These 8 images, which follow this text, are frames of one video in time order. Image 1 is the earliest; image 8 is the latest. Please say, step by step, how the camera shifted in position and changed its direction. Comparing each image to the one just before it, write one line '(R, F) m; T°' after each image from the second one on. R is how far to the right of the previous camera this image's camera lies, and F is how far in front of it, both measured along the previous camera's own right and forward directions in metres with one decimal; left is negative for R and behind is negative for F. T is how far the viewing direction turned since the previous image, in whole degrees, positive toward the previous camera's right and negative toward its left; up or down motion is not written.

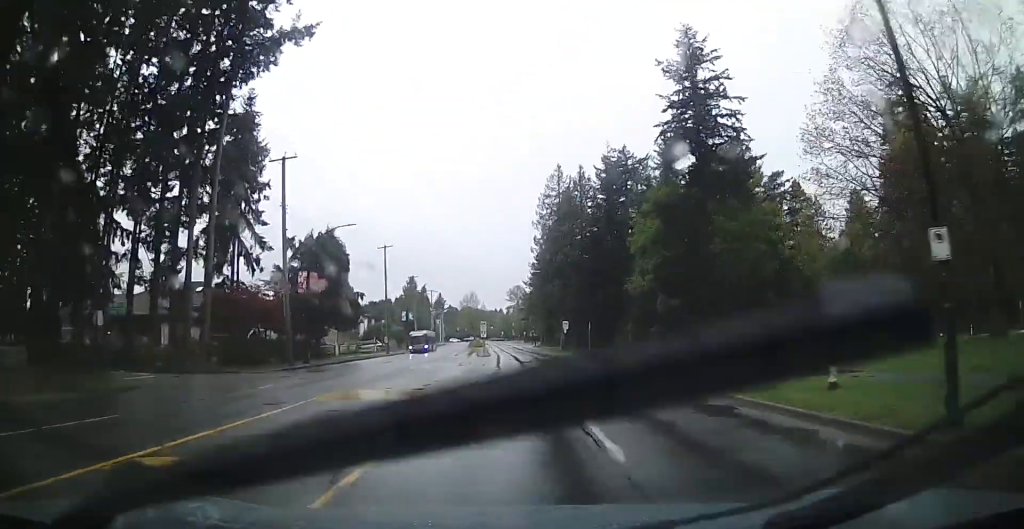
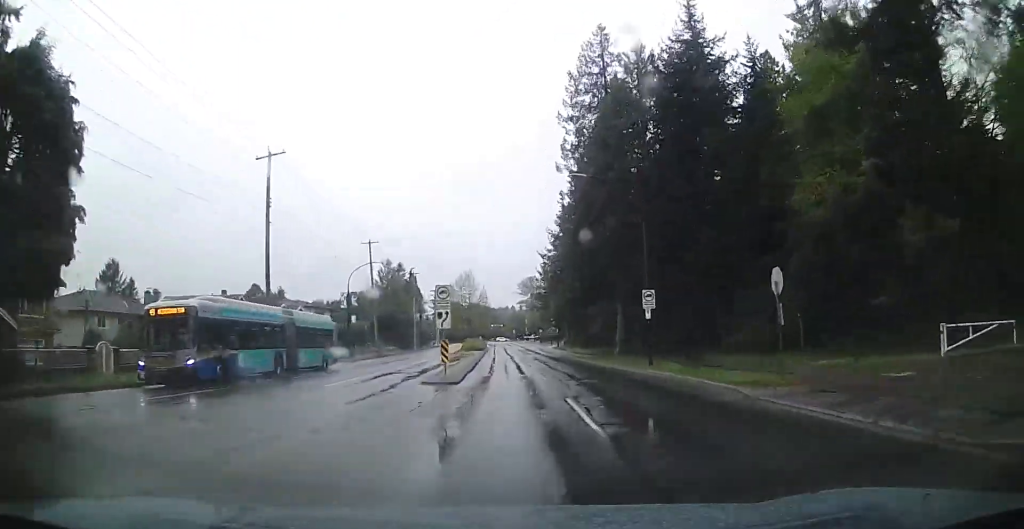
(0.0, +35.9) m; 0°
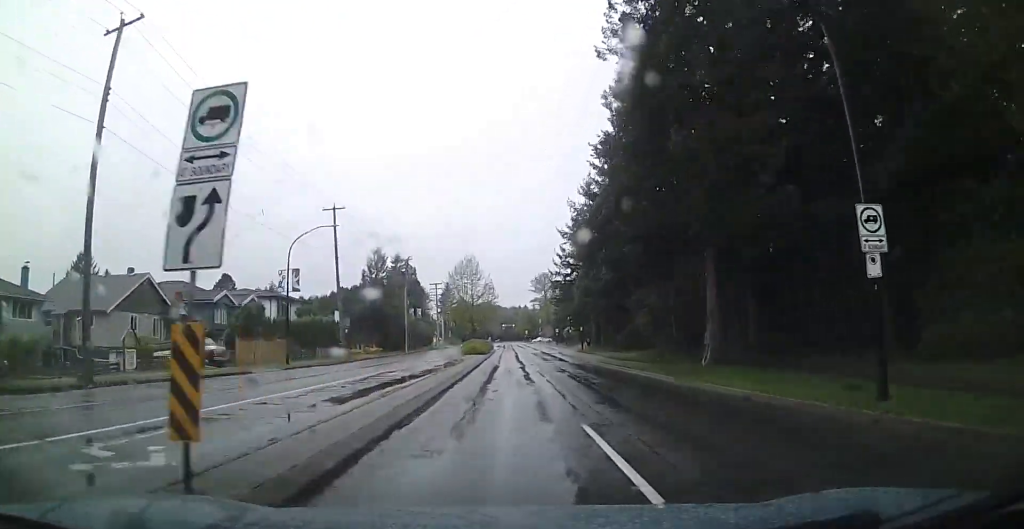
(0.0, +17.2) m; 0°
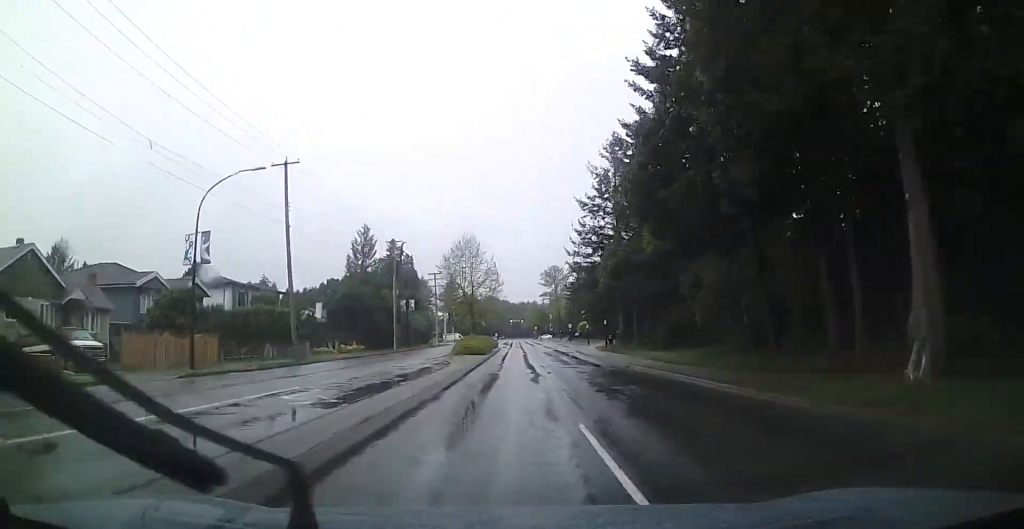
(0.0, +12.7) m; -2°
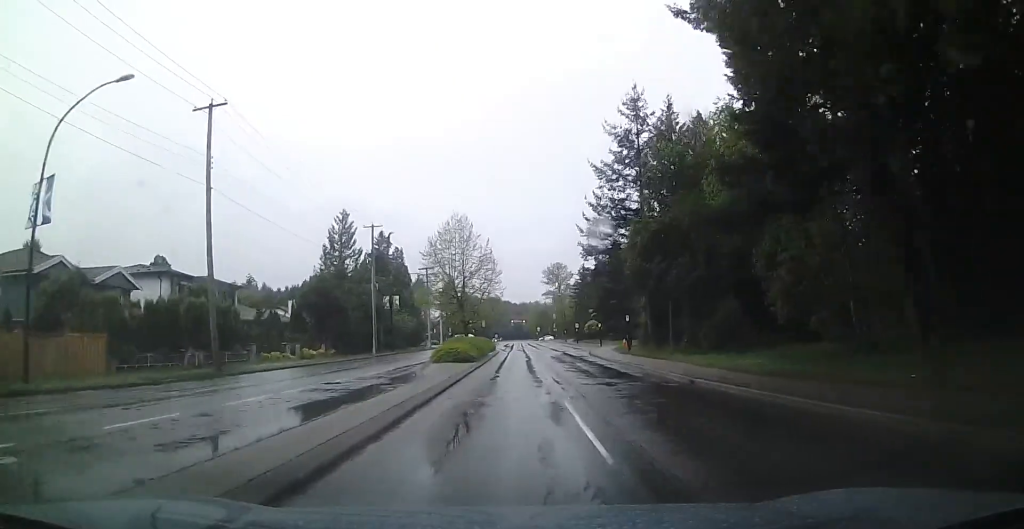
(-0.1, +10.7) m; -2°
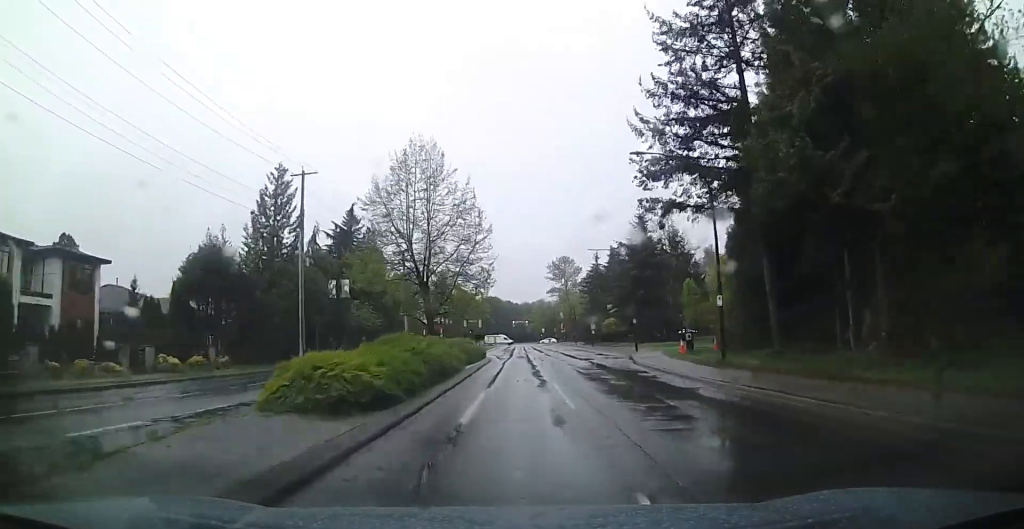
(-0.9, +20.8) m; -3°
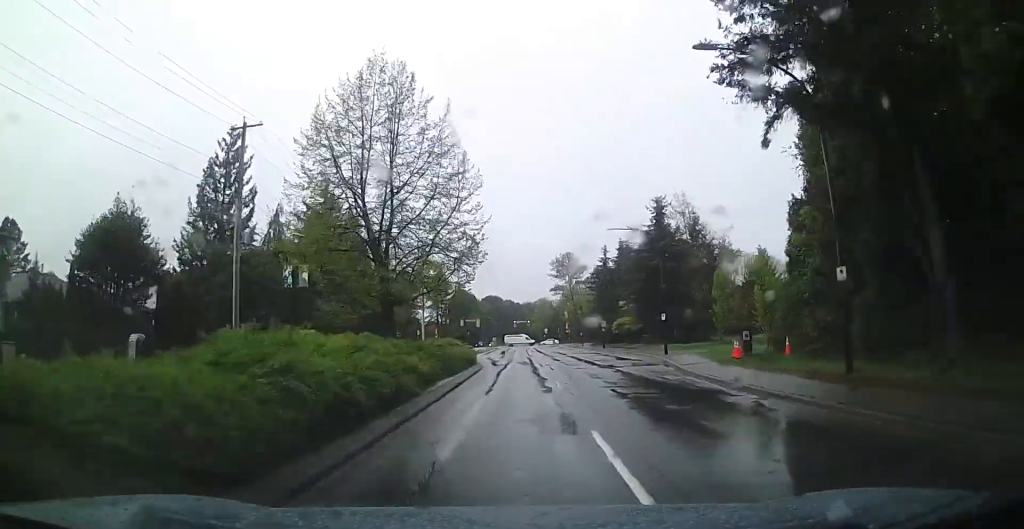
(0.0, +10.0) m; 0°
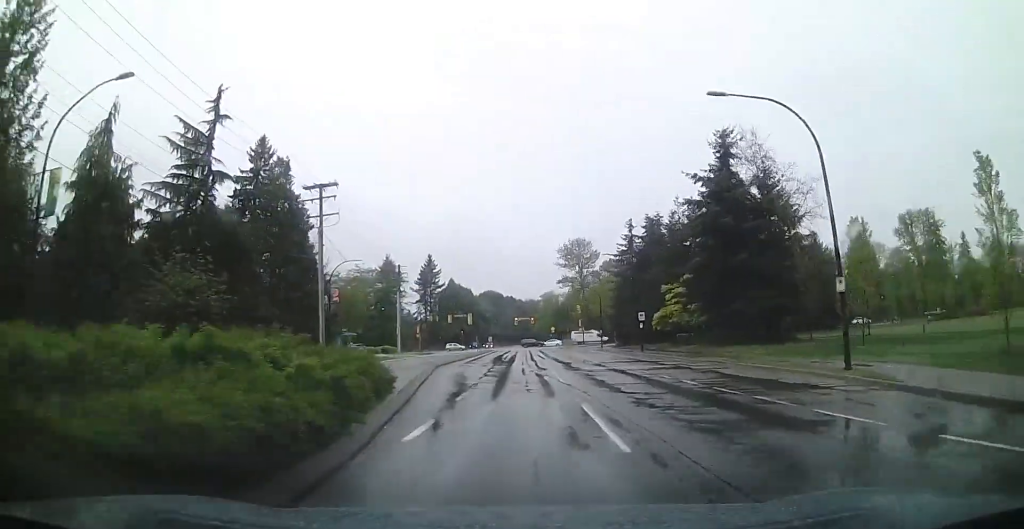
(-0.2, +23.7) m; -2°
